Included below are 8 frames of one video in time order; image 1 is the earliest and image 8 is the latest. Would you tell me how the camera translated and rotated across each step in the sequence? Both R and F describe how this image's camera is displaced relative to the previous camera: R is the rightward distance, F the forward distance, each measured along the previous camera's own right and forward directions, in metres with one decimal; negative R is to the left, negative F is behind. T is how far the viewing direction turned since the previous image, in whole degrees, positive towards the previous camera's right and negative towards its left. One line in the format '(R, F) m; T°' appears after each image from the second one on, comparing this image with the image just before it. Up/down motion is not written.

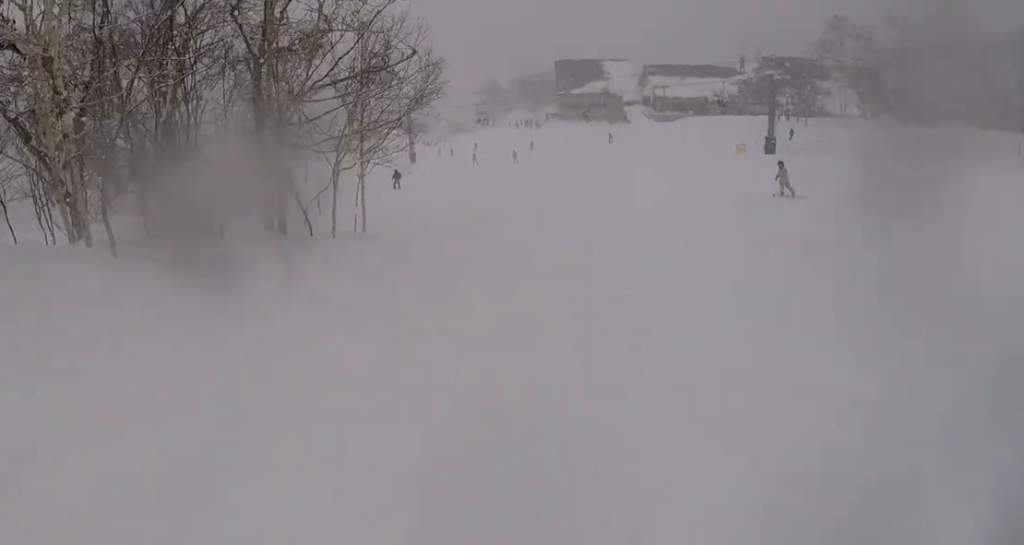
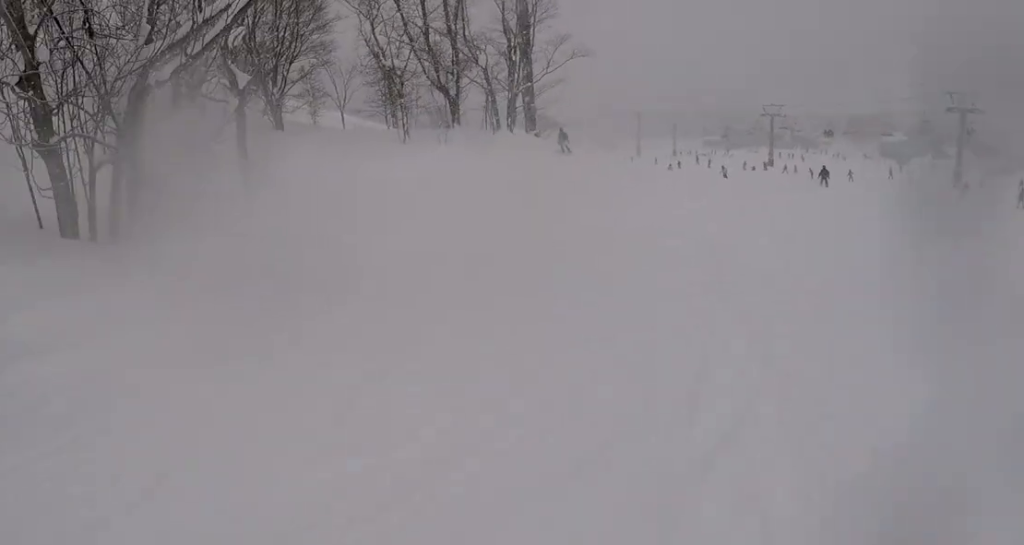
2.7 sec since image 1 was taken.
(-7.5, +22.8) m; -38°
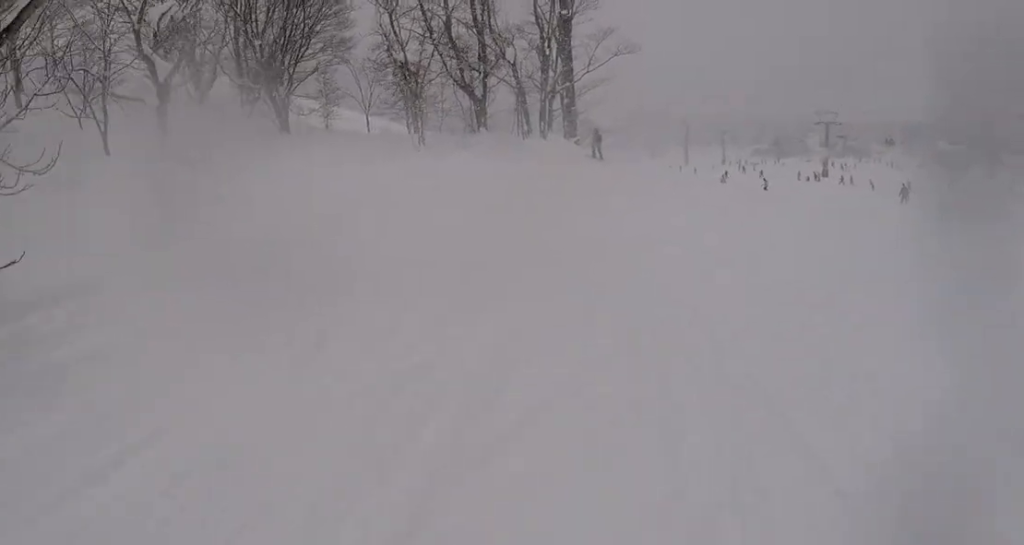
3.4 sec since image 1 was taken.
(-0.7, +5.7) m; -5°
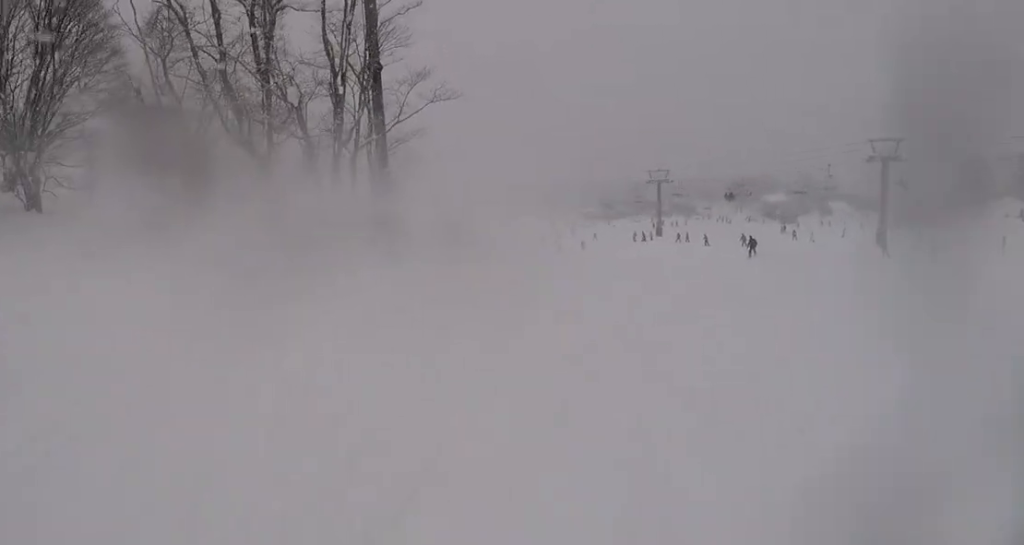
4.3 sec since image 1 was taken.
(+0.3, +7.3) m; -1°
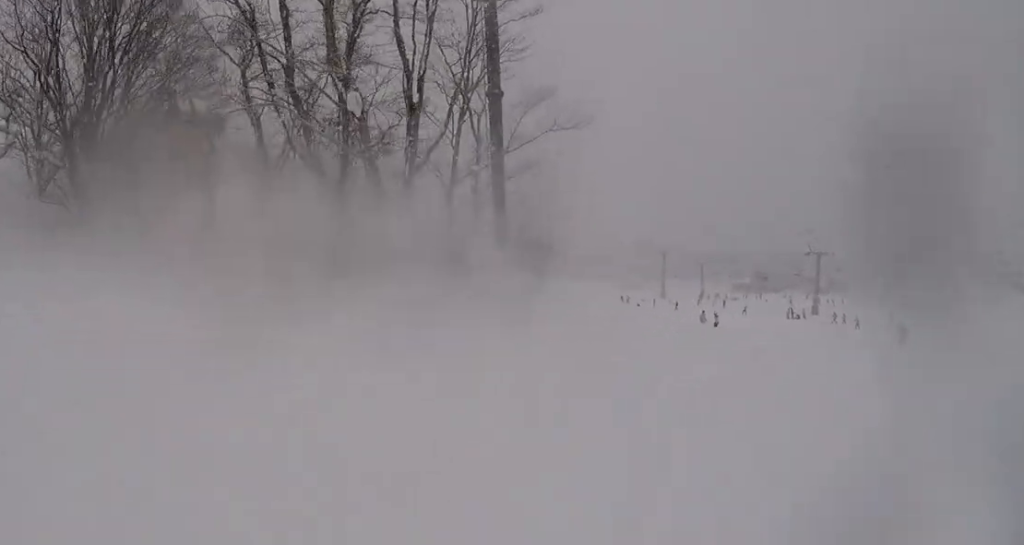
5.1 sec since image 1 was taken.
(-0.2, +5.4) m; -2°
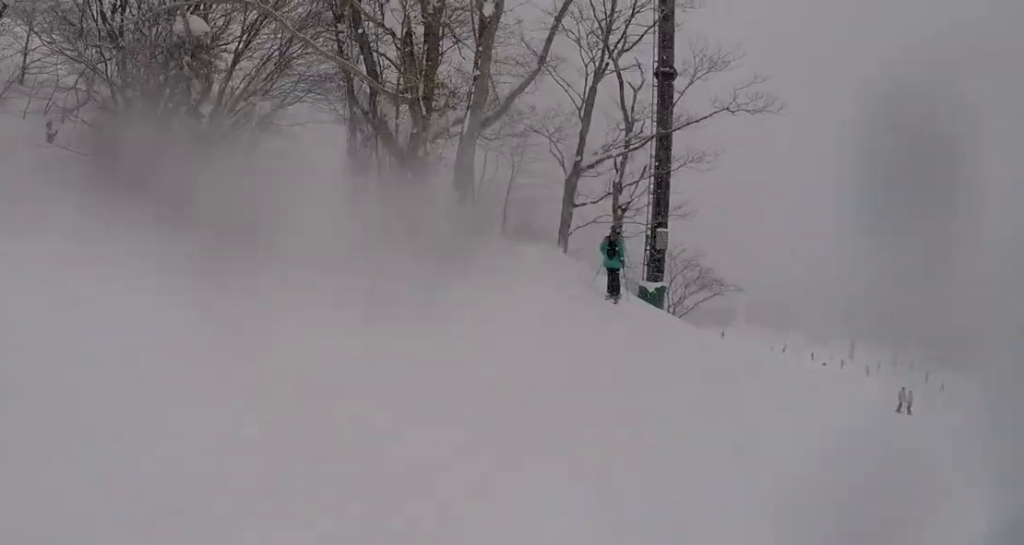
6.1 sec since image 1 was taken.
(-0.2, +6.7) m; -12°
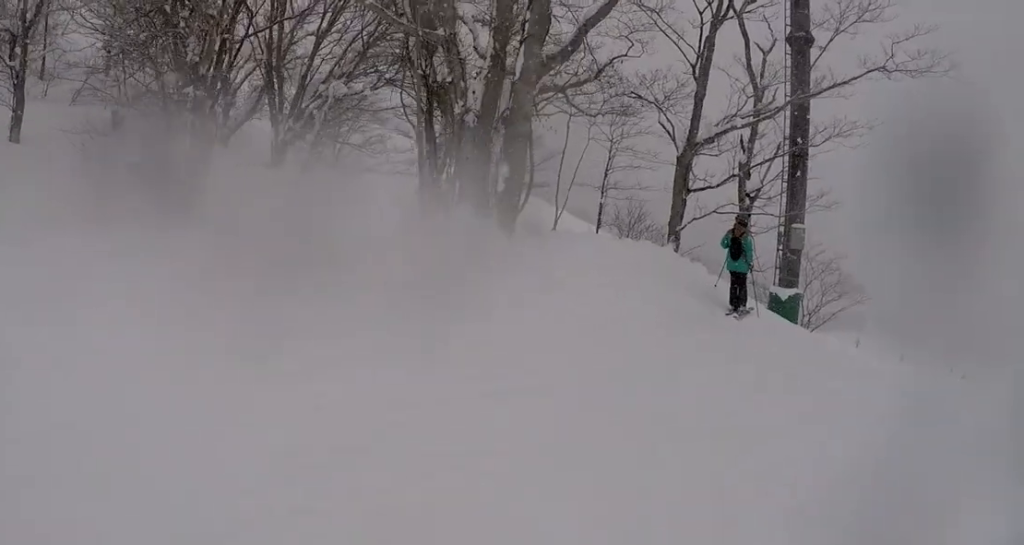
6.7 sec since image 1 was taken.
(-0.1, +3.0) m; -8°
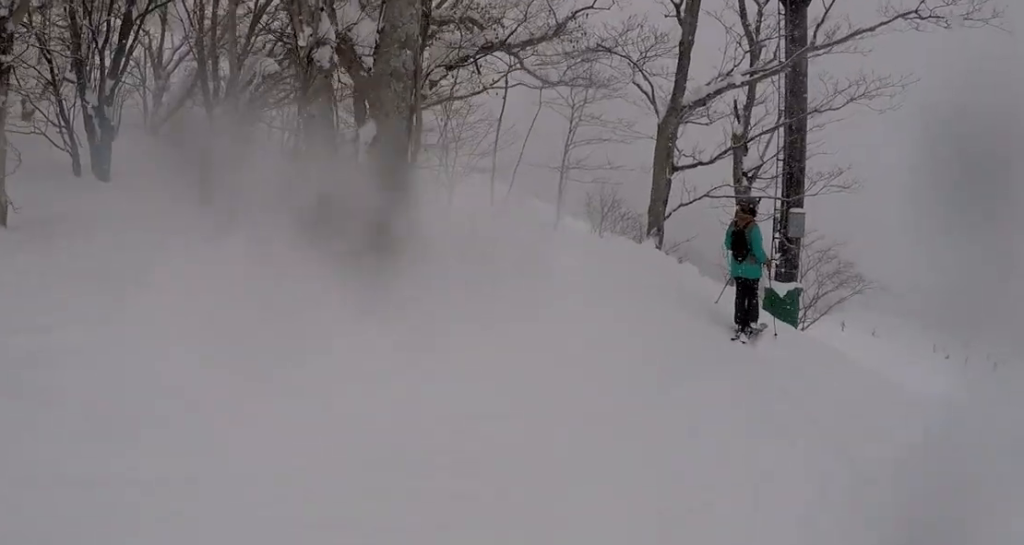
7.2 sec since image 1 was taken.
(-0.8, +2.8) m; -7°
